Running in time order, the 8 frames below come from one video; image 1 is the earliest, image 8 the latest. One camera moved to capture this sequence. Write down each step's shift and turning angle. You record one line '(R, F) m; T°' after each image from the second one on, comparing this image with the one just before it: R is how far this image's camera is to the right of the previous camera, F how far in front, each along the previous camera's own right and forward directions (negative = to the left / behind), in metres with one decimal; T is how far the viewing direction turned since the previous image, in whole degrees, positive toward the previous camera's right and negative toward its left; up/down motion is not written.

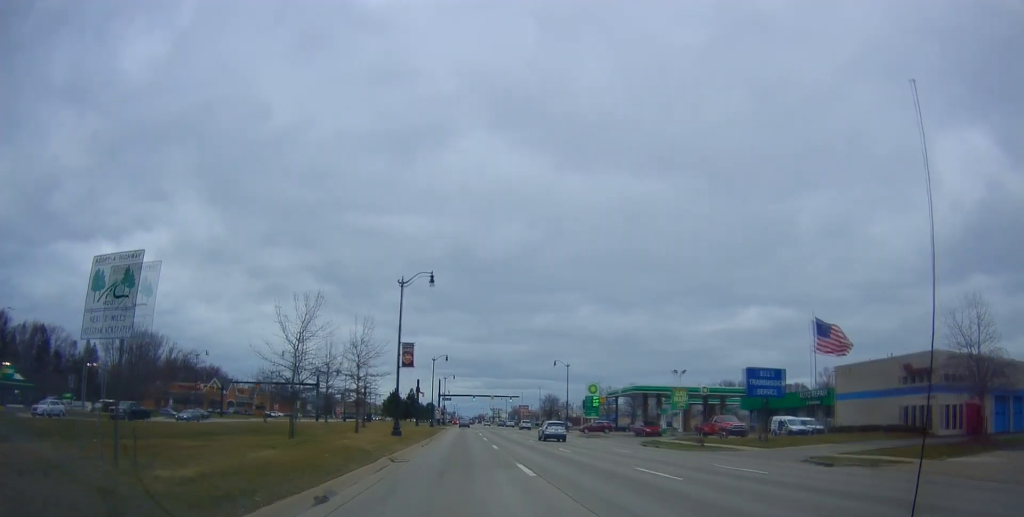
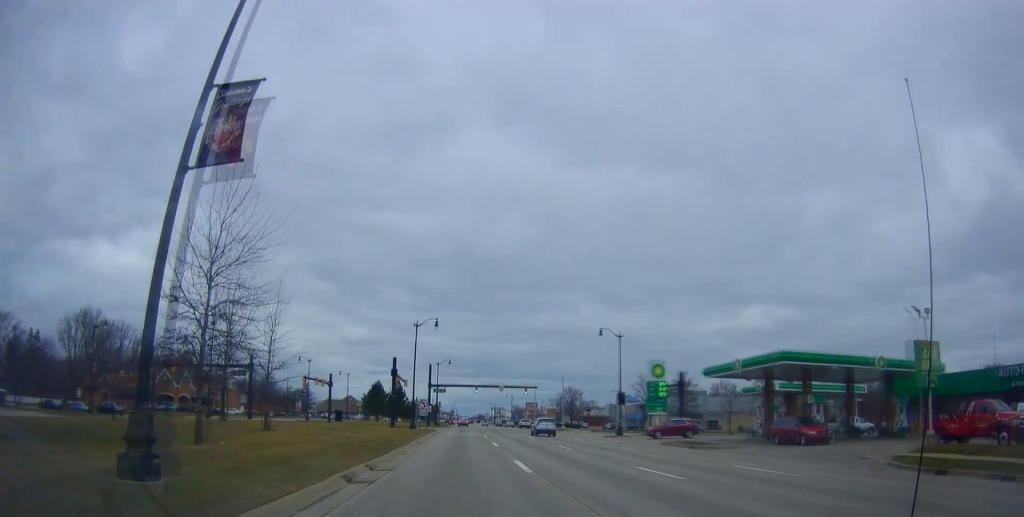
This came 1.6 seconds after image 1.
(+0.5, +30.4) m; 0°
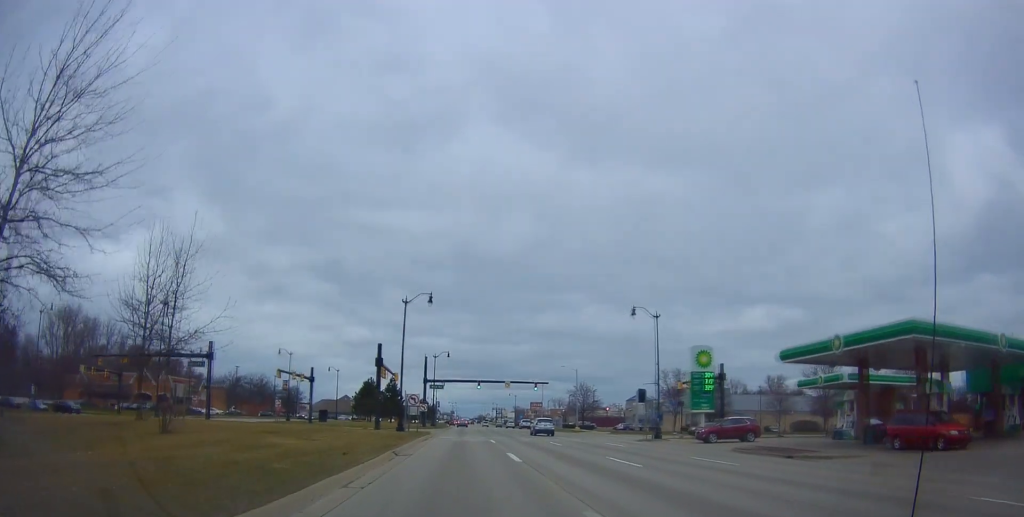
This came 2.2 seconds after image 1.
(+0.2, +11.3) m; -1°
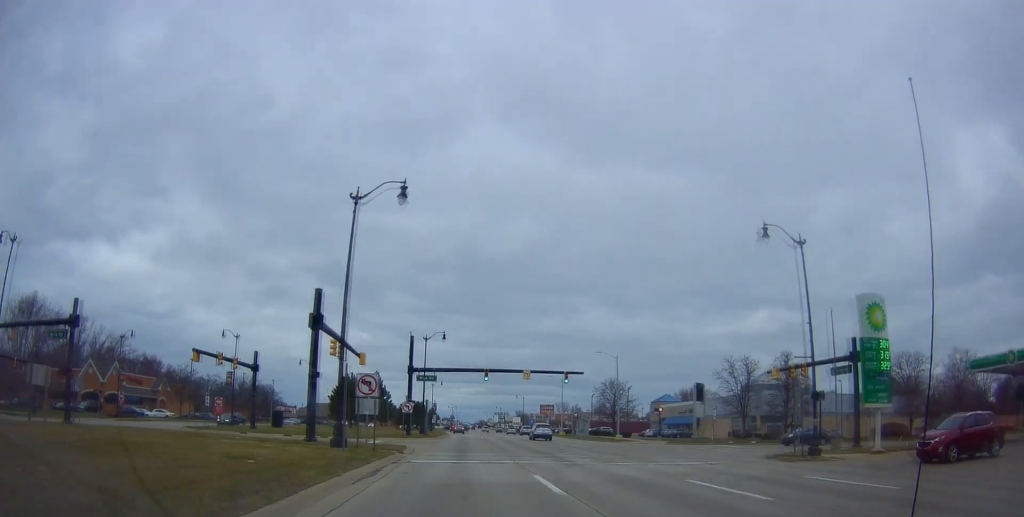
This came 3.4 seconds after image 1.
(-0.8, +22.3) m; -1°
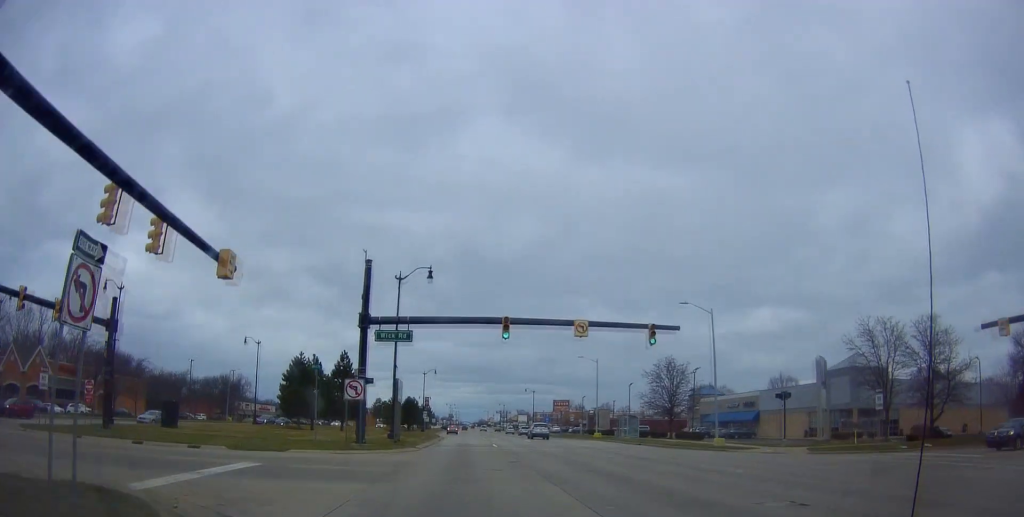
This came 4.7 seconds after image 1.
(+0.8, +25.5) m; +3°
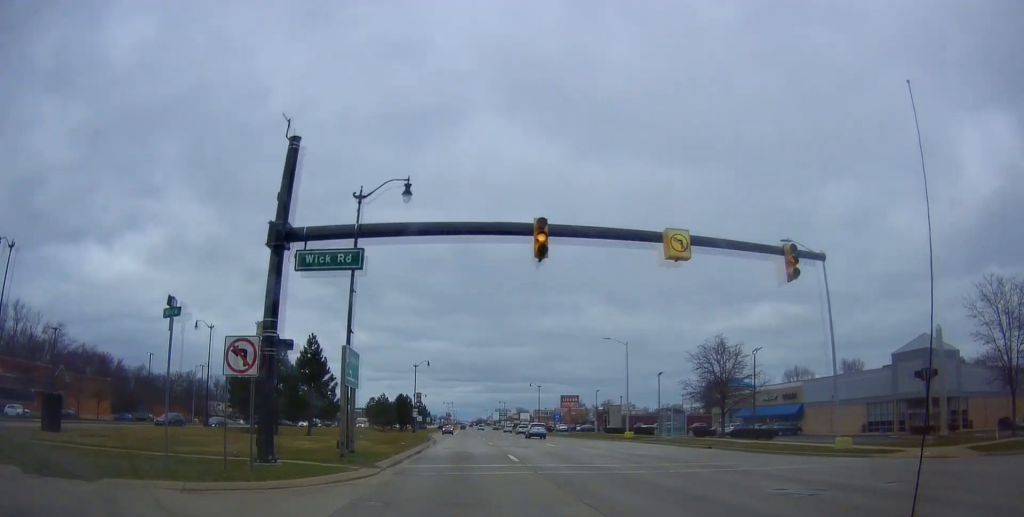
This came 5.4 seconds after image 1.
(+0.2, +14.0) m; 0°
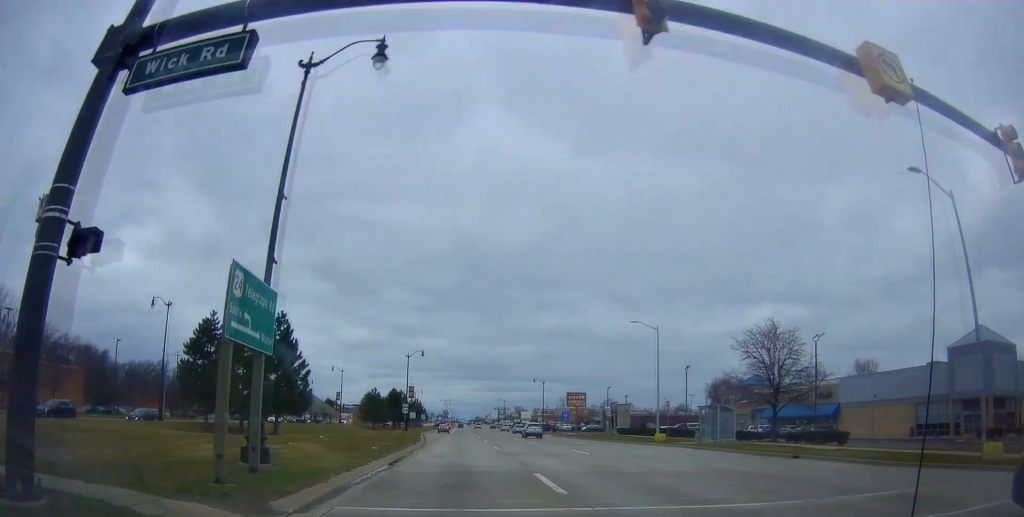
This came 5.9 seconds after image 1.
(+0.1, +9.6) m; -1°
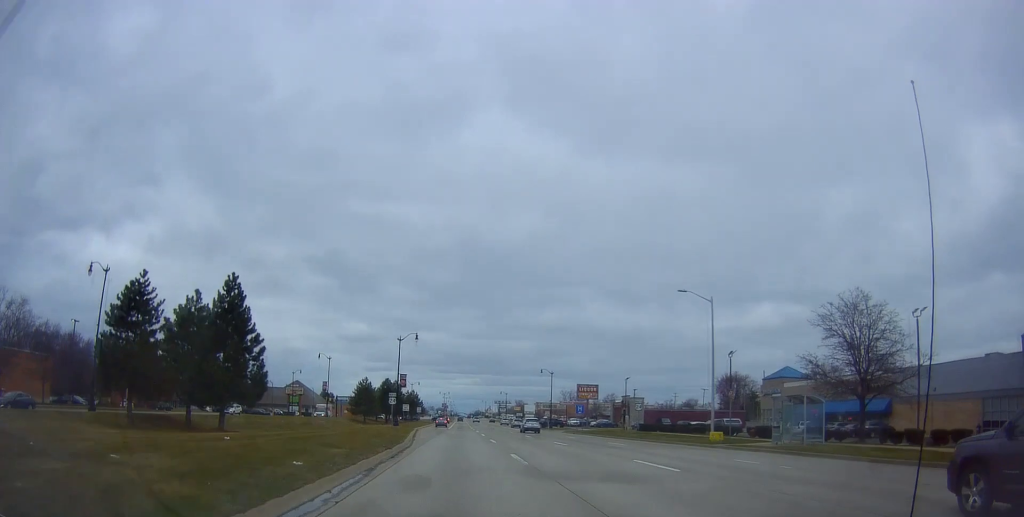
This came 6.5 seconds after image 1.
(-0.1, +10.9) m; -1°
